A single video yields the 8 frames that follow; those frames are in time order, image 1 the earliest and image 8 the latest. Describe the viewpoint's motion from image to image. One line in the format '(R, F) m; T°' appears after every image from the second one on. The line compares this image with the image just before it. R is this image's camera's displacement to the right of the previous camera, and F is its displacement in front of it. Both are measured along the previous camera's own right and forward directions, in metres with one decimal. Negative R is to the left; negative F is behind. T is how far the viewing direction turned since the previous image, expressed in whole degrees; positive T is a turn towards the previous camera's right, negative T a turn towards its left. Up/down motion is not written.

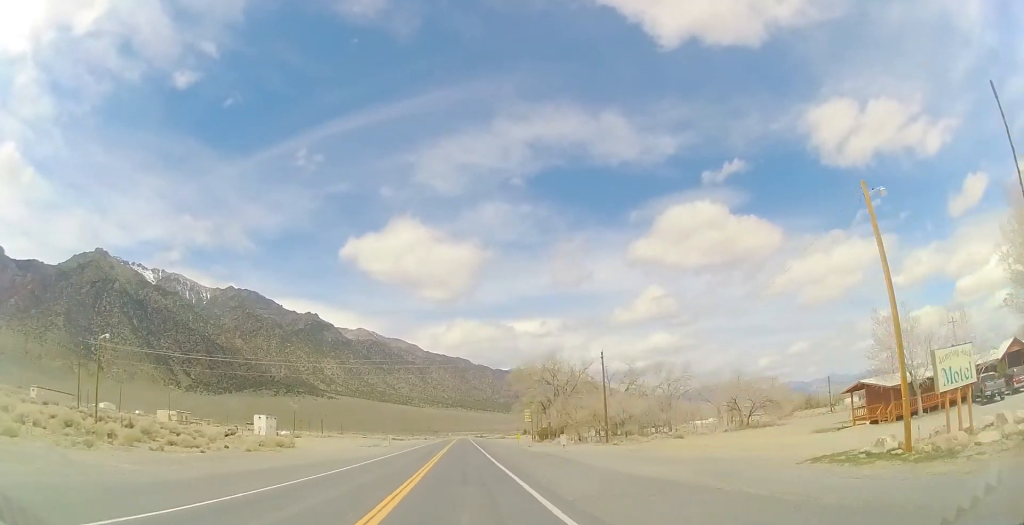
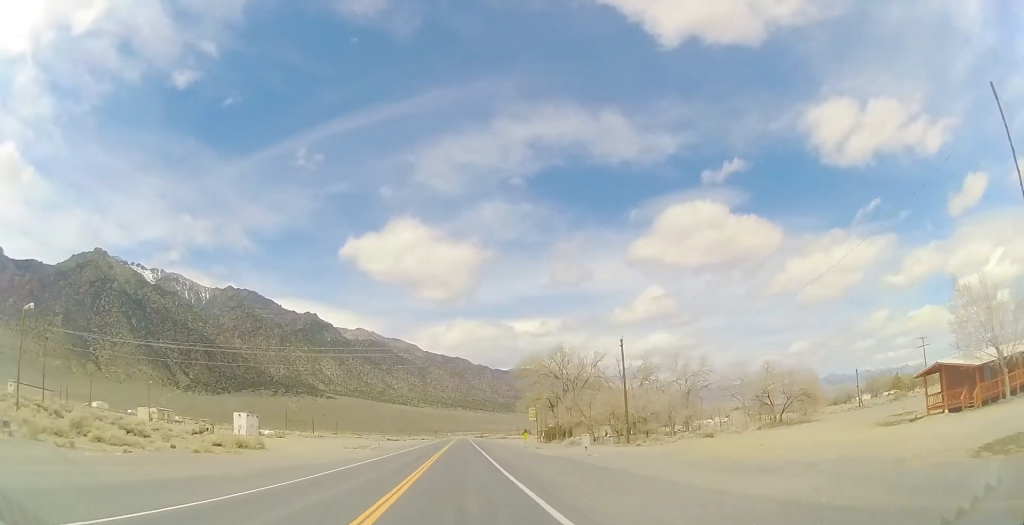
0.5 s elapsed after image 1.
(+0.1, +8.9) m; -1°
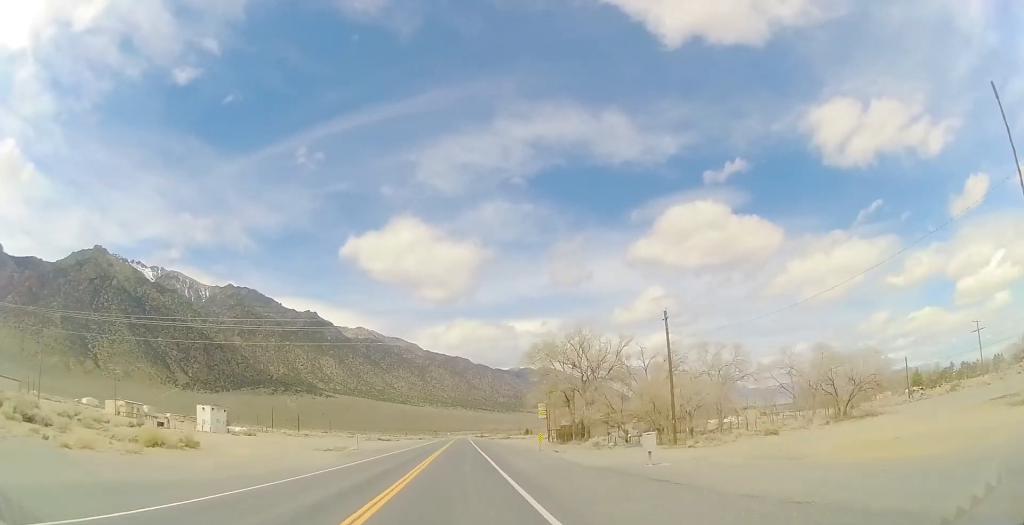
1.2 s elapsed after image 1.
(-0.2, +13.4) m; +1°
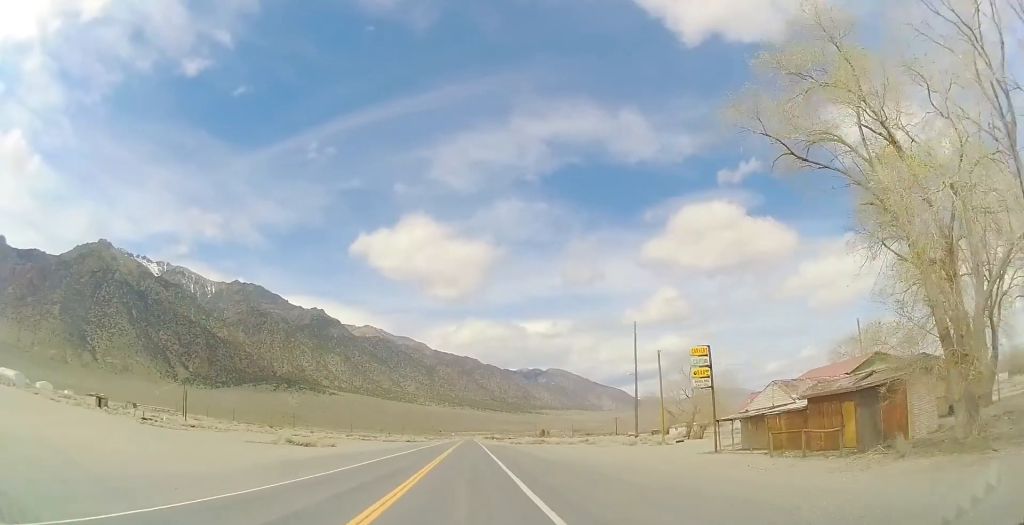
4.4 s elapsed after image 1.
(+0.1, +61.5) m; 0°
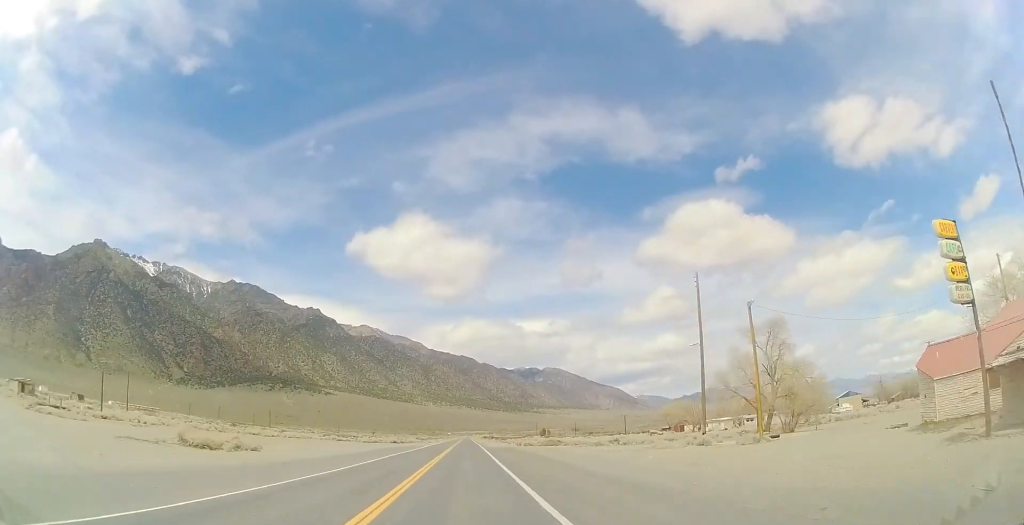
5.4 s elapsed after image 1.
(+0.1, +20.6) m; -1°
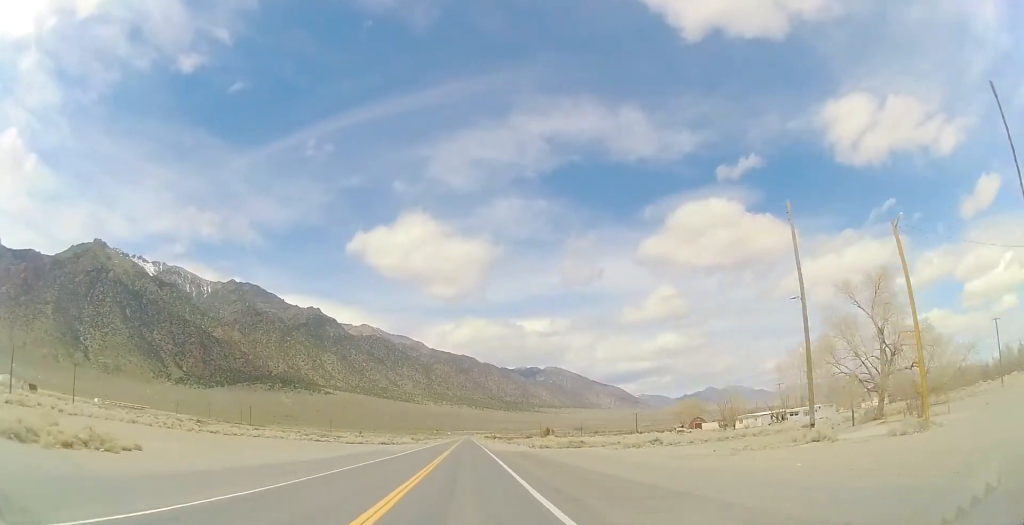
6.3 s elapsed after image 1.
(-0.3, +16.2) m; 0°
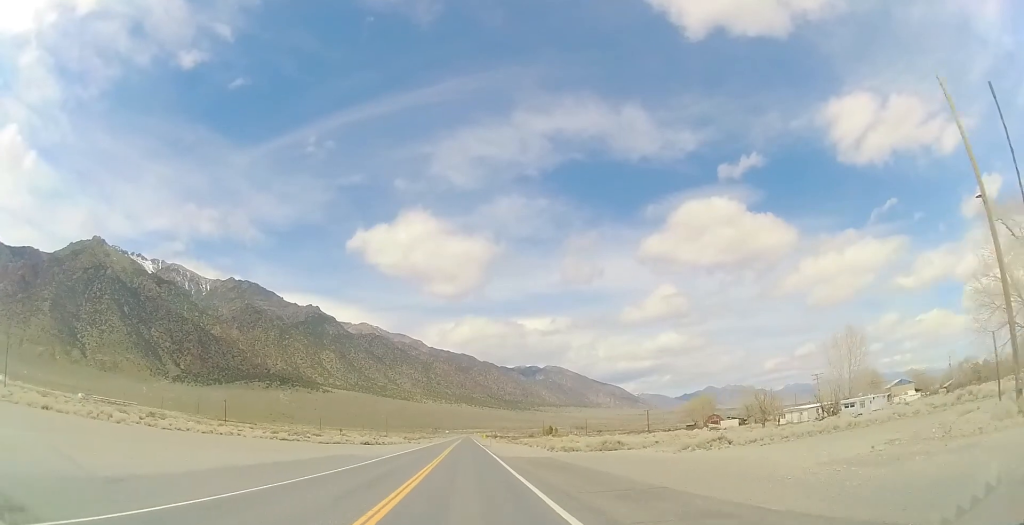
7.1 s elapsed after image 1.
(+0.1, +16.4) m; 0°
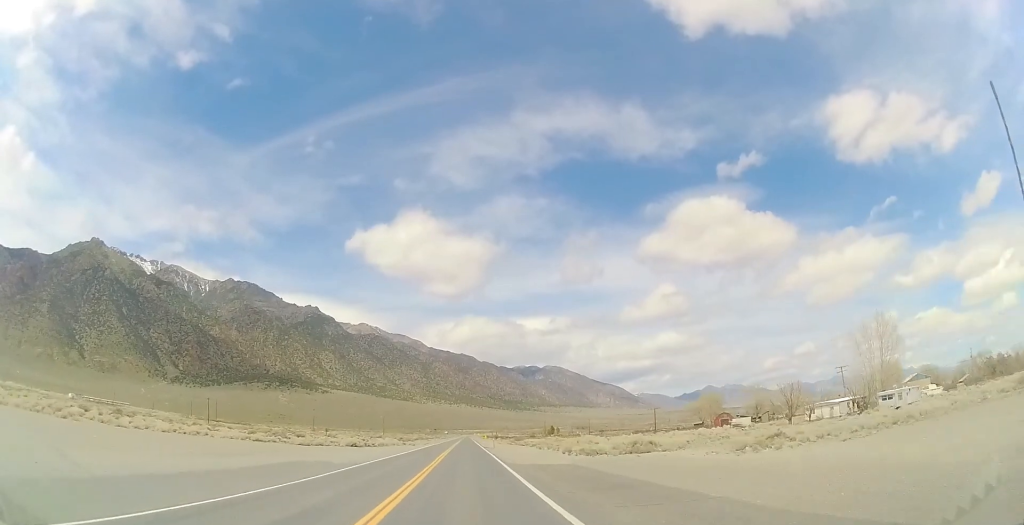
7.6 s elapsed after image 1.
(+0.2, +9.2) m; 0°
